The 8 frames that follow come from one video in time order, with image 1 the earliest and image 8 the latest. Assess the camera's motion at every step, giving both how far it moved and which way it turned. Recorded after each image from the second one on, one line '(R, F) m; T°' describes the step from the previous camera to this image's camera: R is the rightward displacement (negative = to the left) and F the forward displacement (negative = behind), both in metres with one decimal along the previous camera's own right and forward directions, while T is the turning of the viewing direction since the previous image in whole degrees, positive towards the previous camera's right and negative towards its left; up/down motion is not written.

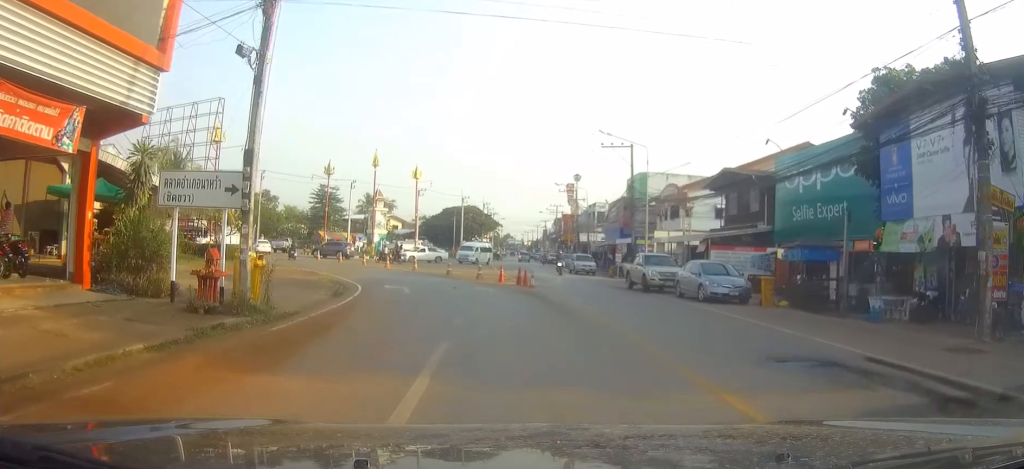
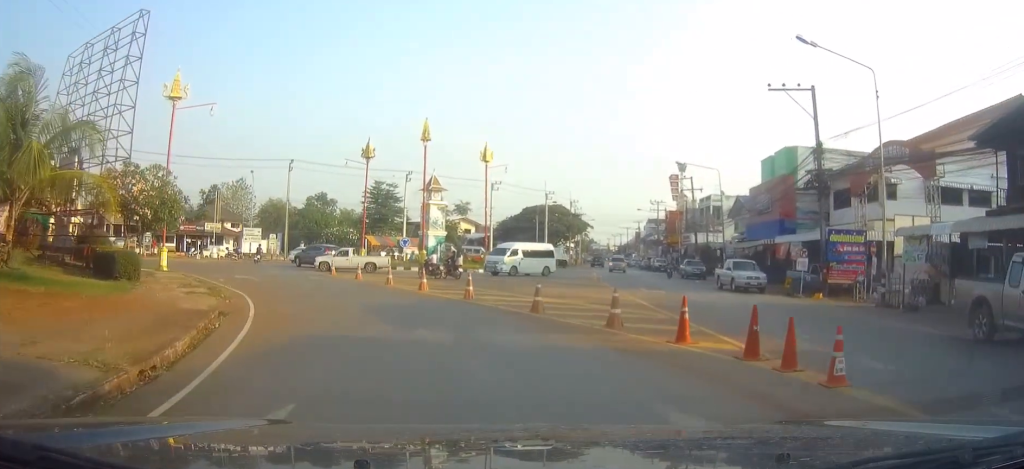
(-1.8, +20.5) m; -12°
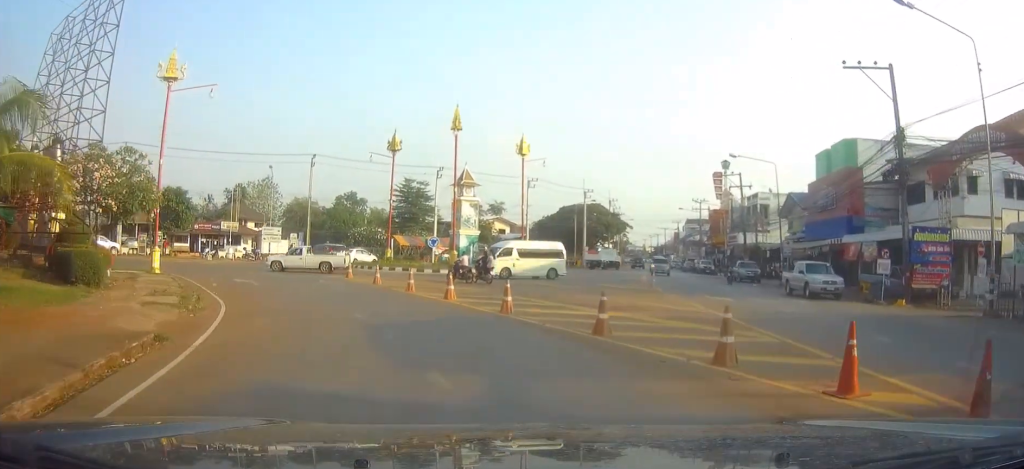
(0.0, +4.6) m; -3°
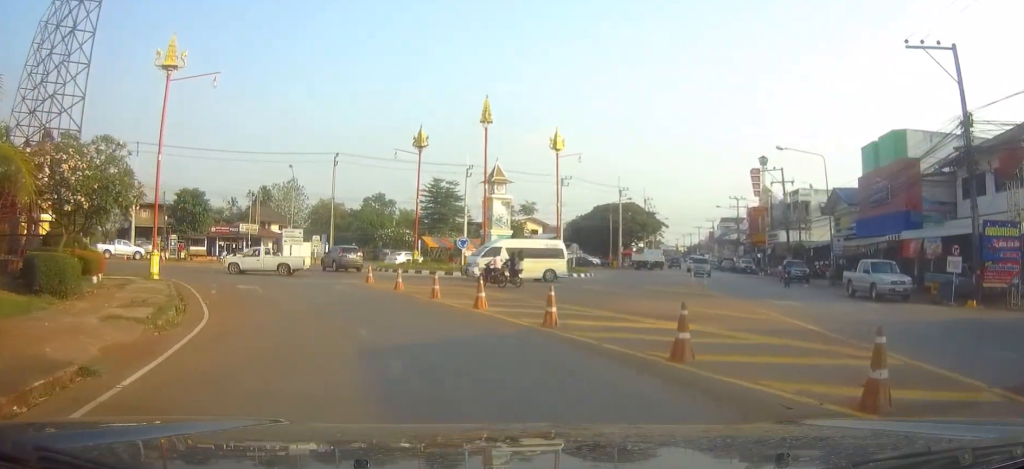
(-0.2, +3.2) m; -3°
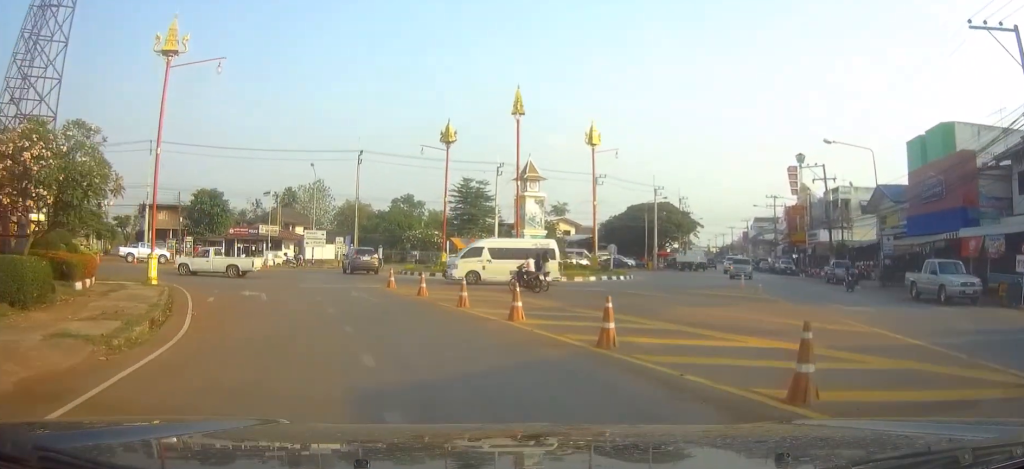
(-0.1, +2.7) m; -2°
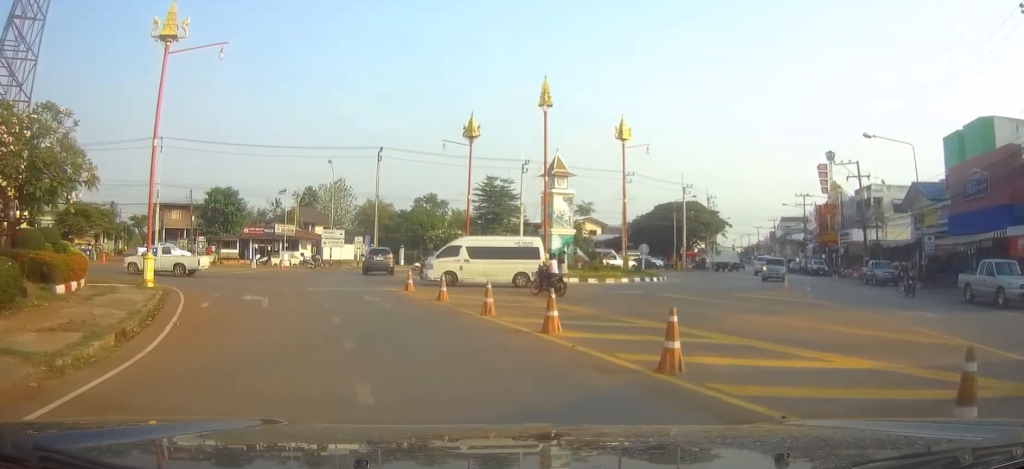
(-0.1, +2.1) m; -1°
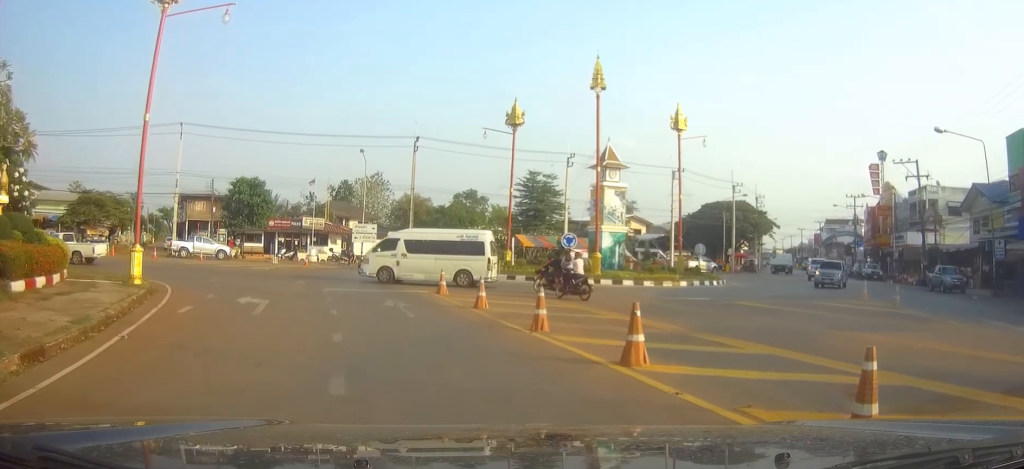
(-0.1, +3.8) m; -2°
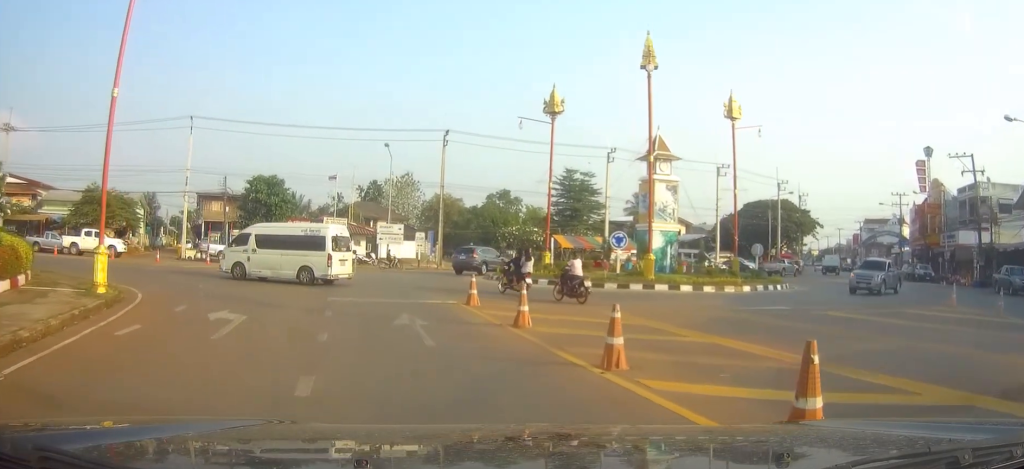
(-0.1, +4.4) m; -3°
